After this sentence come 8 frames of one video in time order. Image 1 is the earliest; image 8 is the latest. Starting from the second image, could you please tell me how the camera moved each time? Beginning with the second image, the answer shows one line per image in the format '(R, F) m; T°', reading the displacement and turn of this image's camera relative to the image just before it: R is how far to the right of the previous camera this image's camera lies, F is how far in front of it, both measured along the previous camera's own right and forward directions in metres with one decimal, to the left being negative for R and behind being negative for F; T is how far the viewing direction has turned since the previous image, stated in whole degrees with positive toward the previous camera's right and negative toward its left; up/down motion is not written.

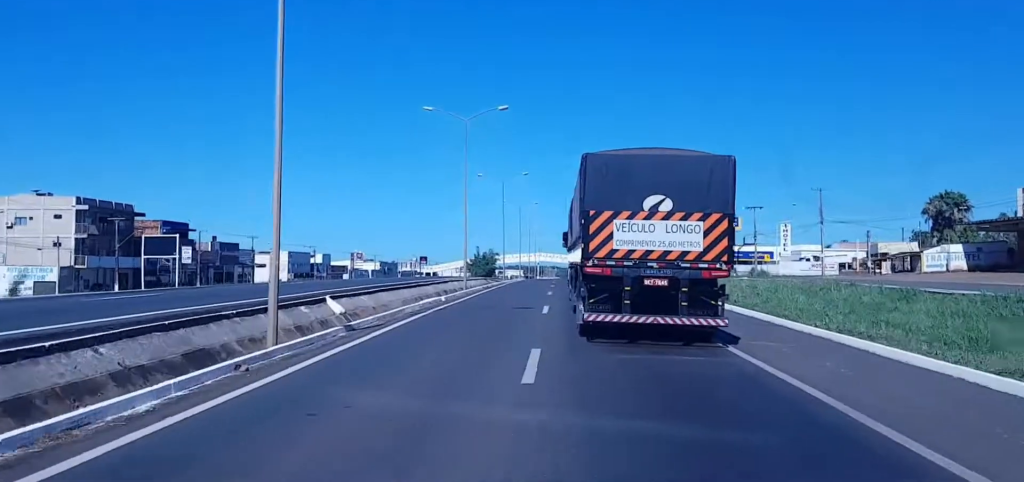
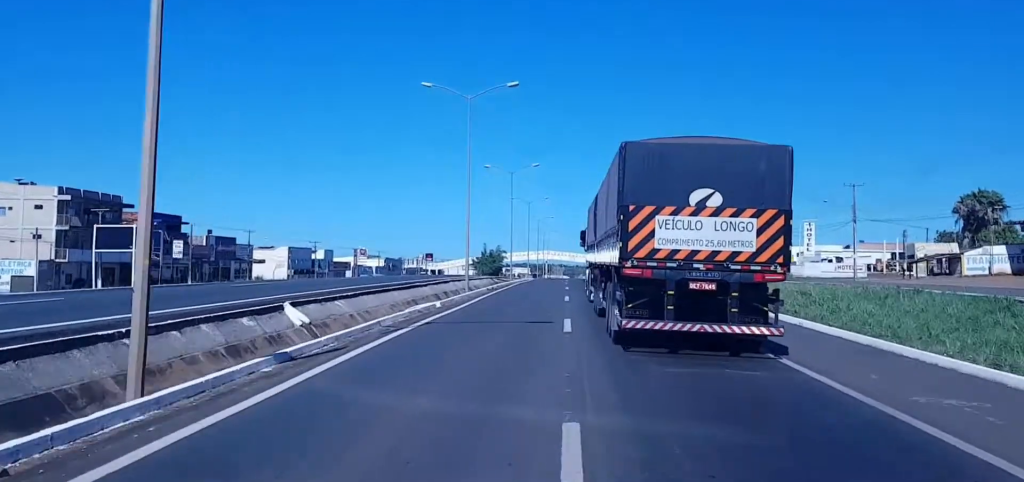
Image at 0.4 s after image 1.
(0.0, +6.9) m; 0°
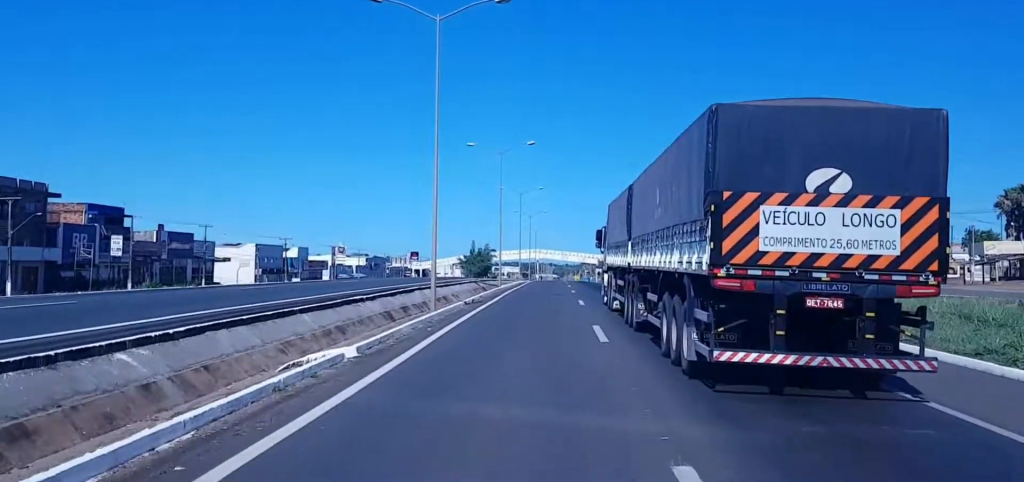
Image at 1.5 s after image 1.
(-0.1, +17.8) m; 0°
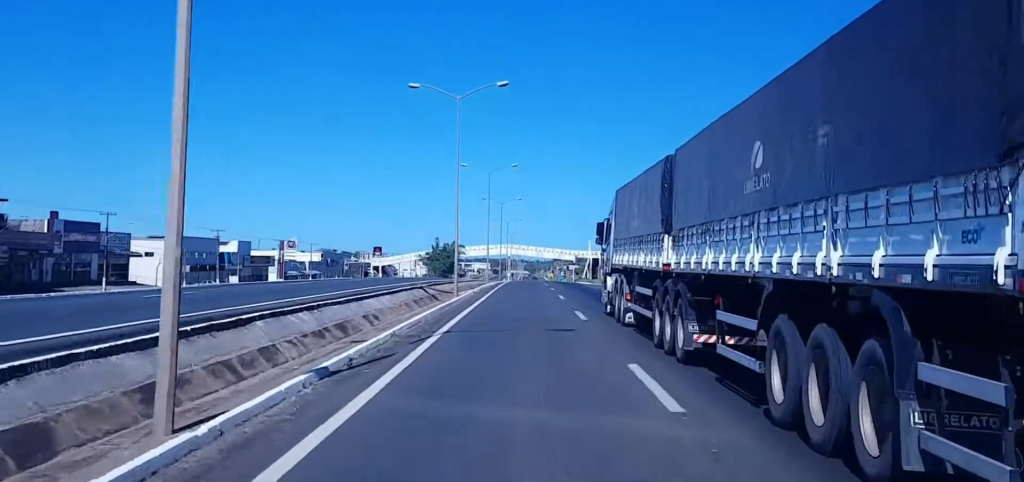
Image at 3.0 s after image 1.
(+0.5, +24.4) m; +2°
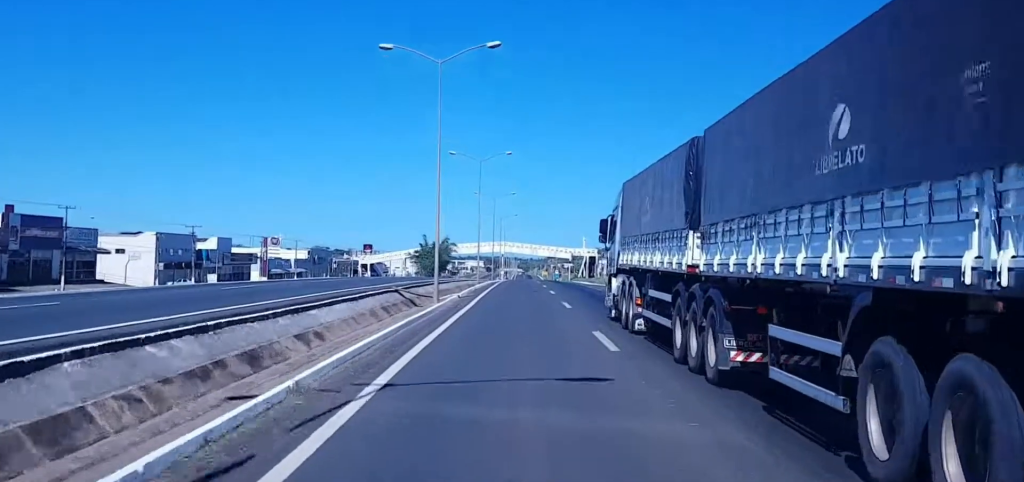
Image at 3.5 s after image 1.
(0.0, +9.1) m; +1°
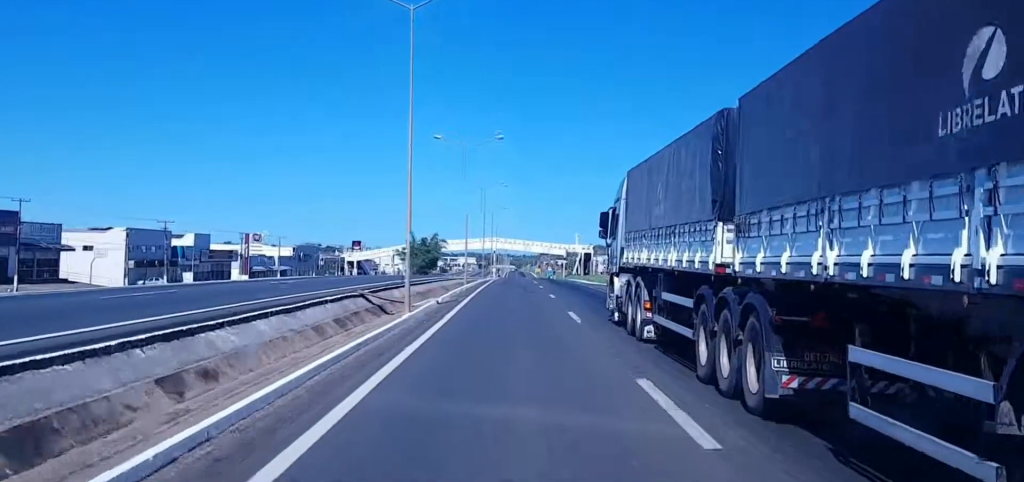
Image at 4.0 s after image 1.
(-0.3, +8.6) m; +1°
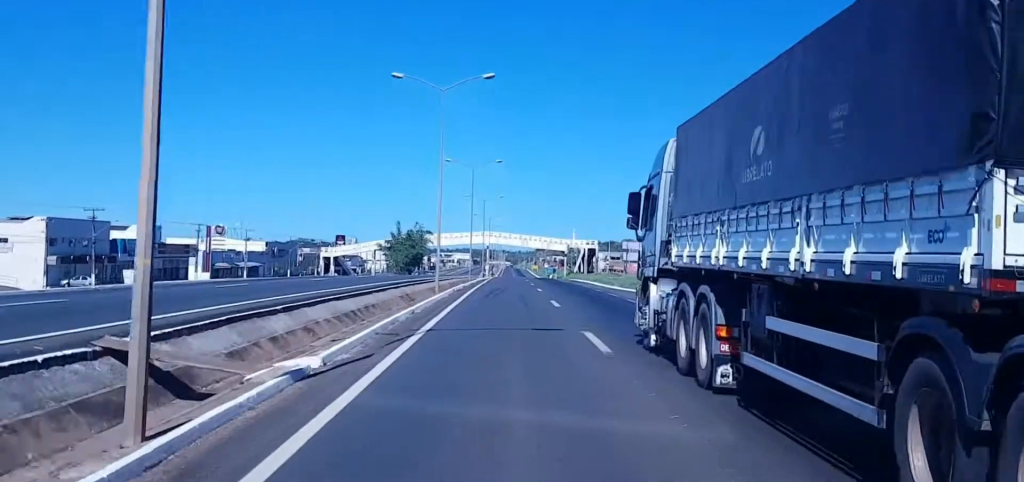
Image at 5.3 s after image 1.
(+0.9, +22.9) m; +3°
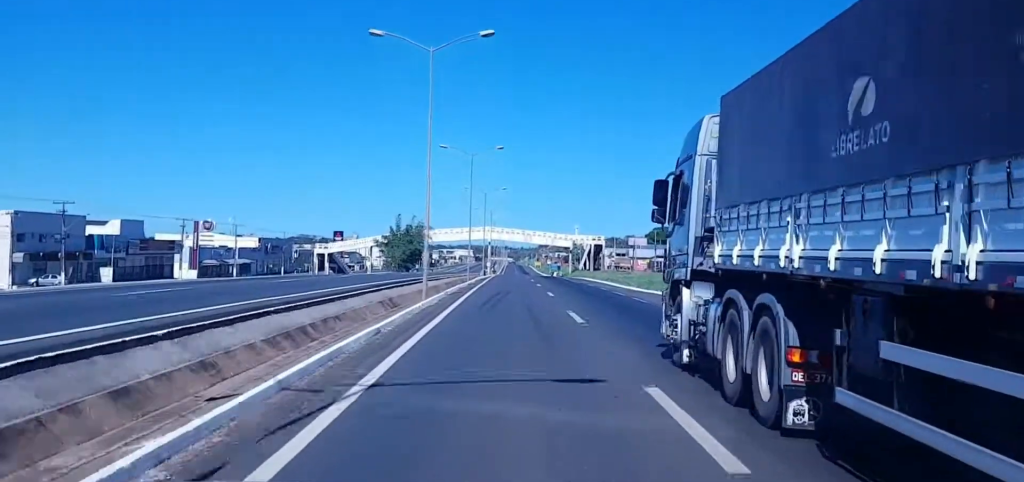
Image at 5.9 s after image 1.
(0.0, +9.5) m; 0°
